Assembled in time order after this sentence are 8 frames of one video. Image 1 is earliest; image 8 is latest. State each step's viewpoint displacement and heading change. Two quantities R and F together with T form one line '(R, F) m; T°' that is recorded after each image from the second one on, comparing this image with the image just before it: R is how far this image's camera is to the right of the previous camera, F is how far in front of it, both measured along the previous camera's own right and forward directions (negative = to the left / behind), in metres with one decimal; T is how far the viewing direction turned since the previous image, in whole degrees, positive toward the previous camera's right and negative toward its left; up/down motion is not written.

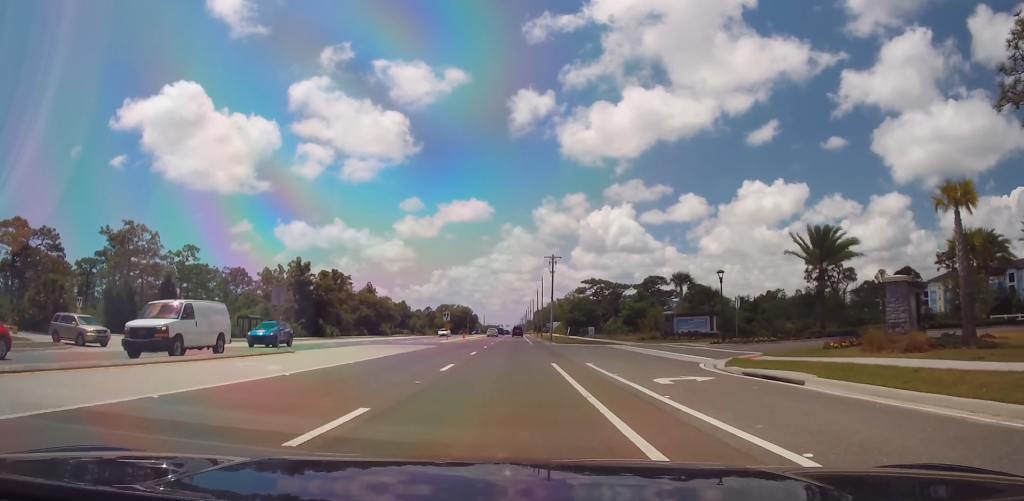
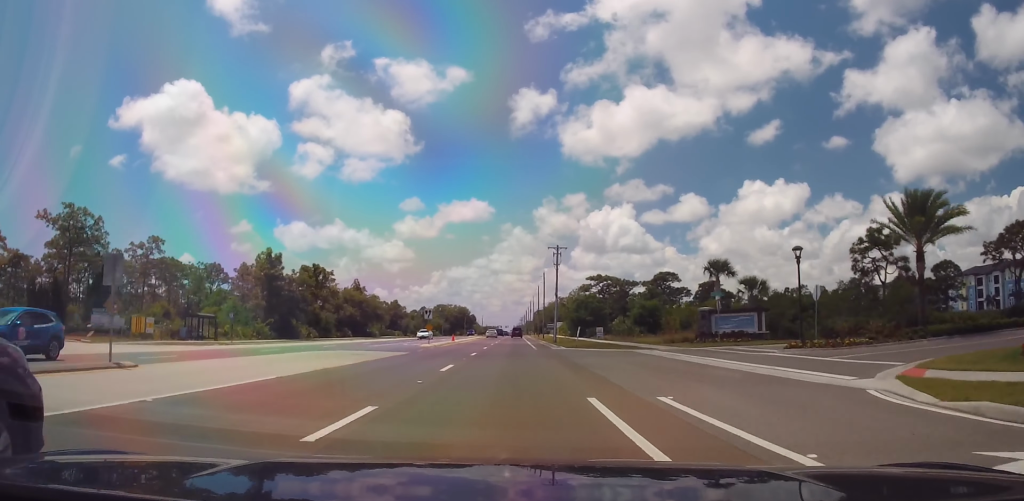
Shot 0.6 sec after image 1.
(0.0, +11.8) m; 0°
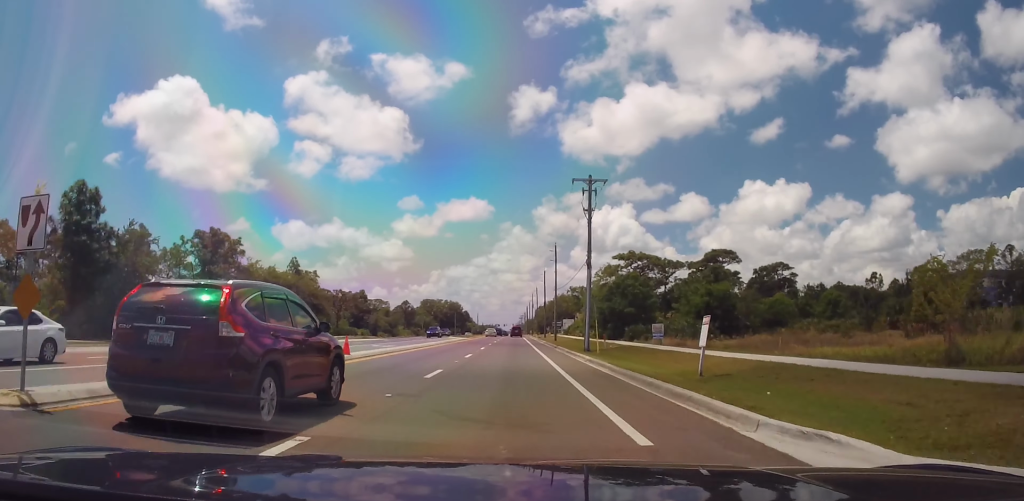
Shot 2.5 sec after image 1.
(0.0, +39.6) m; 0°
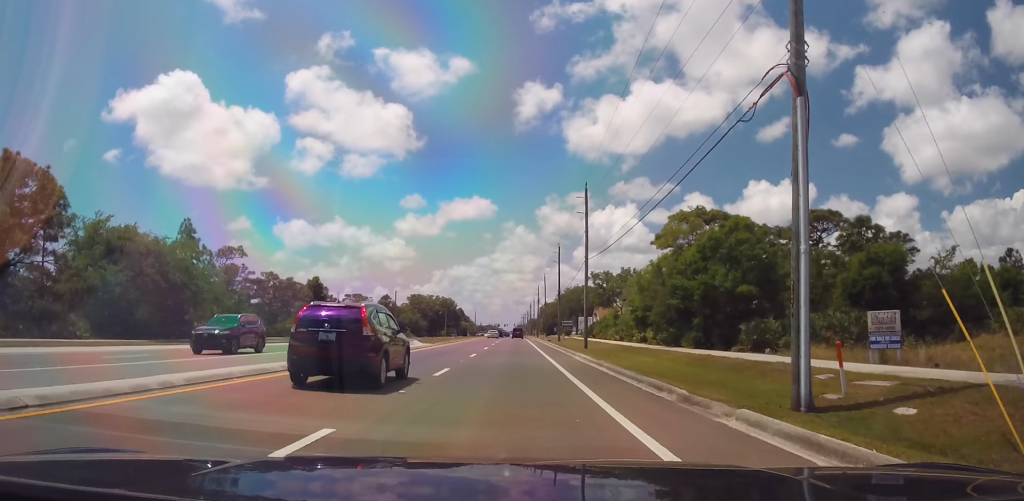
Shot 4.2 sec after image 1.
(0.0, +35.4) m; 0°
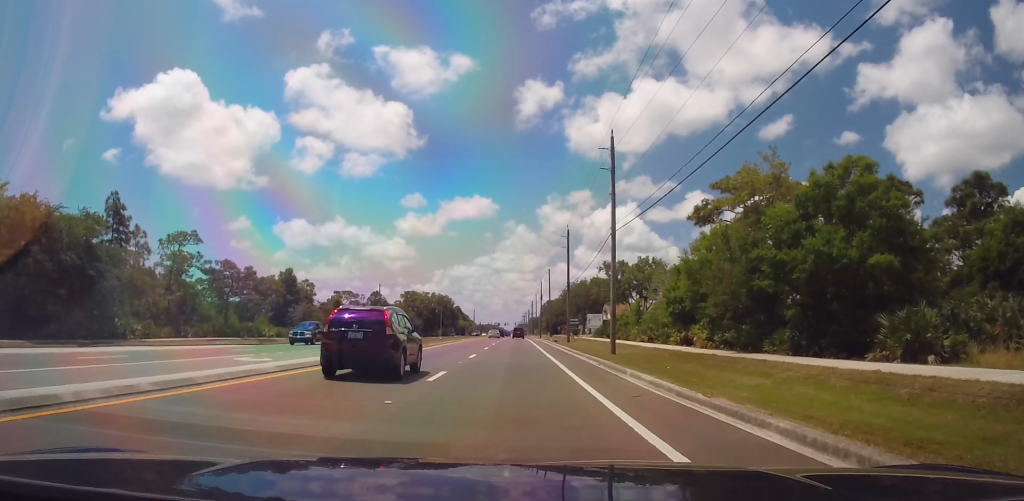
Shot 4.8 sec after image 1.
(0.0, +14.0) m; 0°
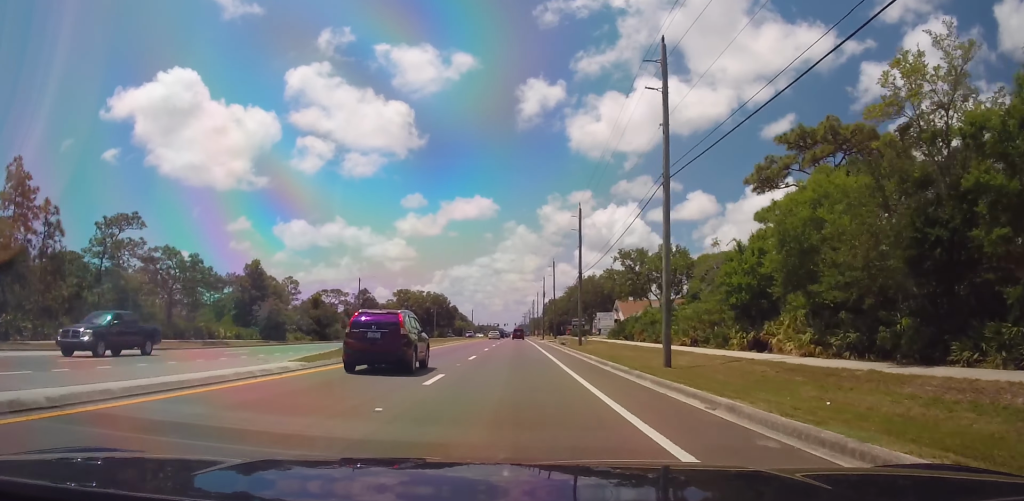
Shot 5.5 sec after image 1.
(0.0, +13.3) m; 0°
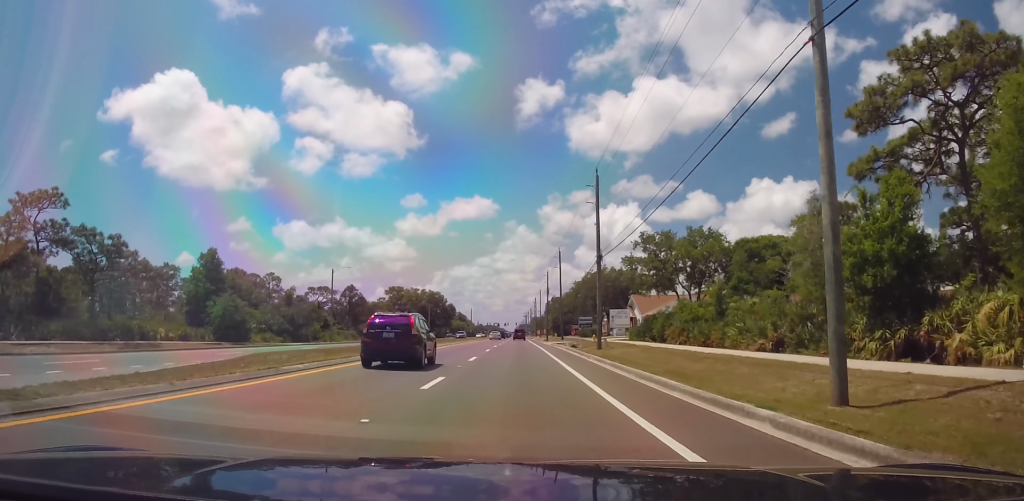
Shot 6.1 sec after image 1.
(0.0, +13.2) m; 0°
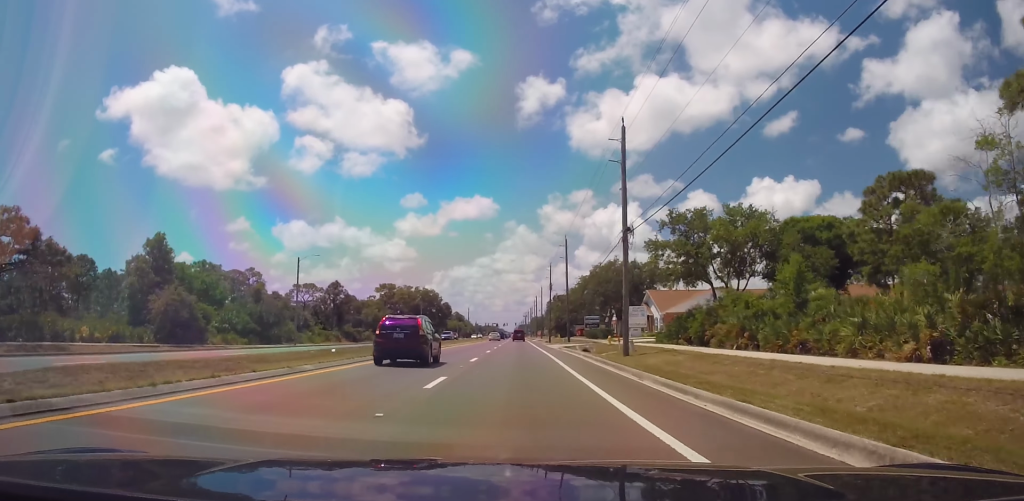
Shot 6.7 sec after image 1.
(0.0, +11.8) m; 0°
